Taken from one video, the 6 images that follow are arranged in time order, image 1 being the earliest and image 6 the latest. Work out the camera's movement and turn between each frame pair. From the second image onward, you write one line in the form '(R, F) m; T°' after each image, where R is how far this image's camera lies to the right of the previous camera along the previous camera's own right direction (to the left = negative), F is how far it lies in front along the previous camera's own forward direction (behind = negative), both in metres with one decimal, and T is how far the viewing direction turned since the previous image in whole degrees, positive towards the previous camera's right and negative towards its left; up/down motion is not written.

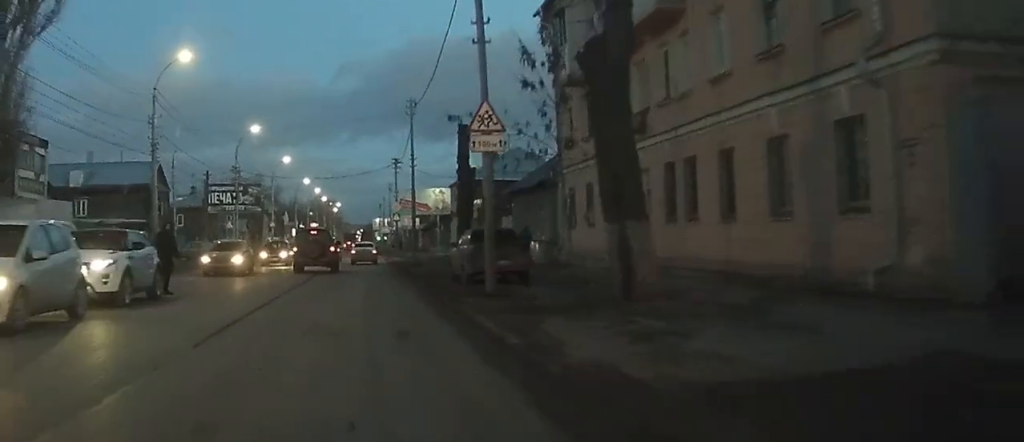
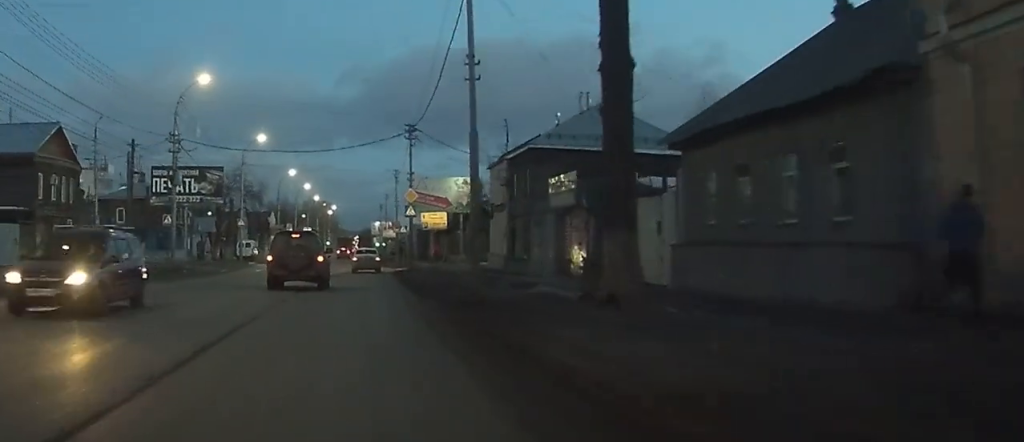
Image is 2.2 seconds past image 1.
(-0.1, +26.5) m; +1°
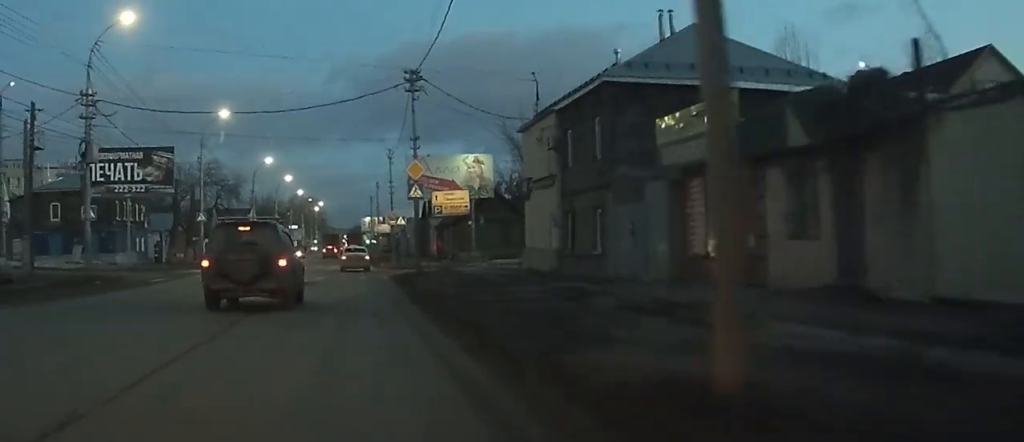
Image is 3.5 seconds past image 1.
(+0.1, +15.6) m; 0°
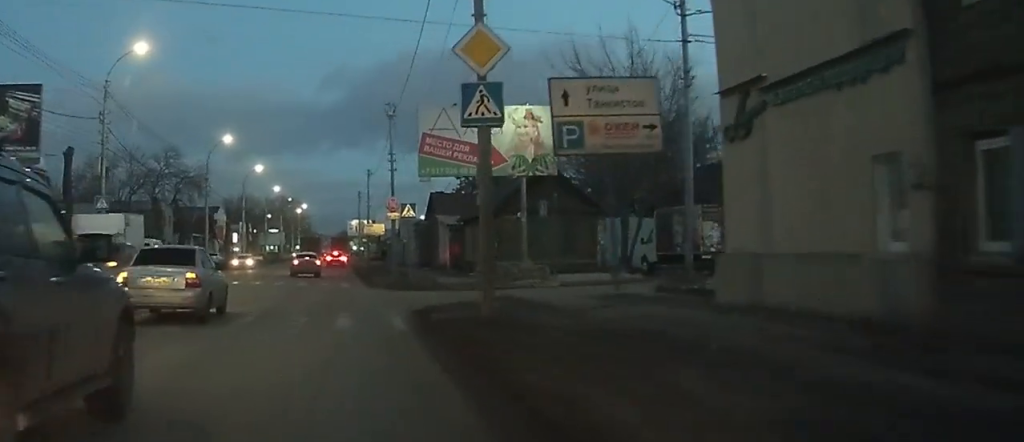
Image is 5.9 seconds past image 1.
(-0.1, +25.0) m; 0°
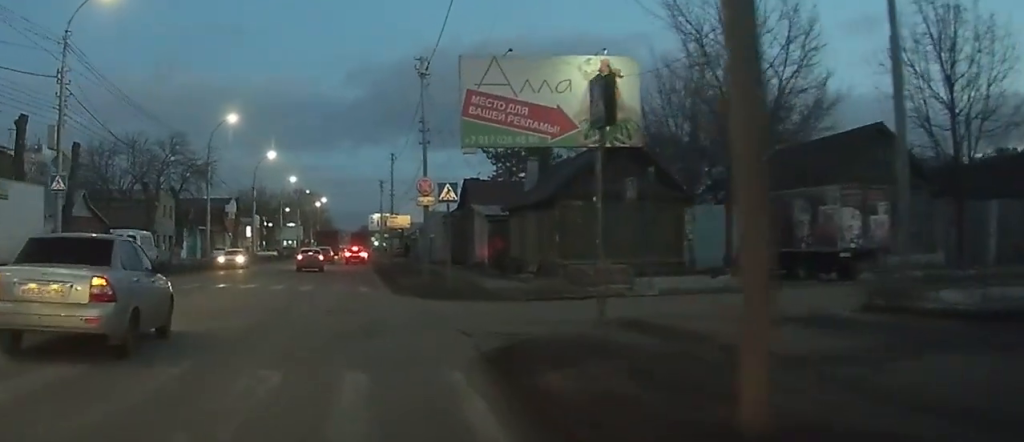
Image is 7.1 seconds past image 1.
(+0.1, +10.6) m; -1°
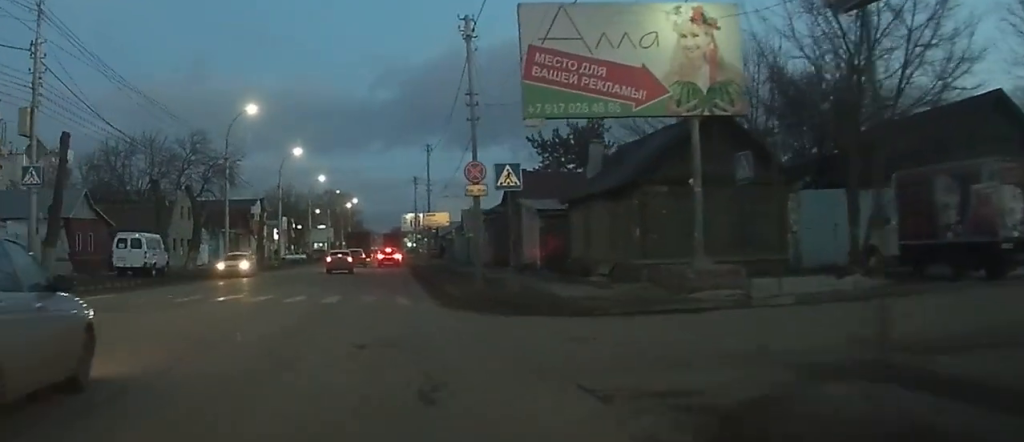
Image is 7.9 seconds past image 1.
(-0.2, +6.8) m; -2°
